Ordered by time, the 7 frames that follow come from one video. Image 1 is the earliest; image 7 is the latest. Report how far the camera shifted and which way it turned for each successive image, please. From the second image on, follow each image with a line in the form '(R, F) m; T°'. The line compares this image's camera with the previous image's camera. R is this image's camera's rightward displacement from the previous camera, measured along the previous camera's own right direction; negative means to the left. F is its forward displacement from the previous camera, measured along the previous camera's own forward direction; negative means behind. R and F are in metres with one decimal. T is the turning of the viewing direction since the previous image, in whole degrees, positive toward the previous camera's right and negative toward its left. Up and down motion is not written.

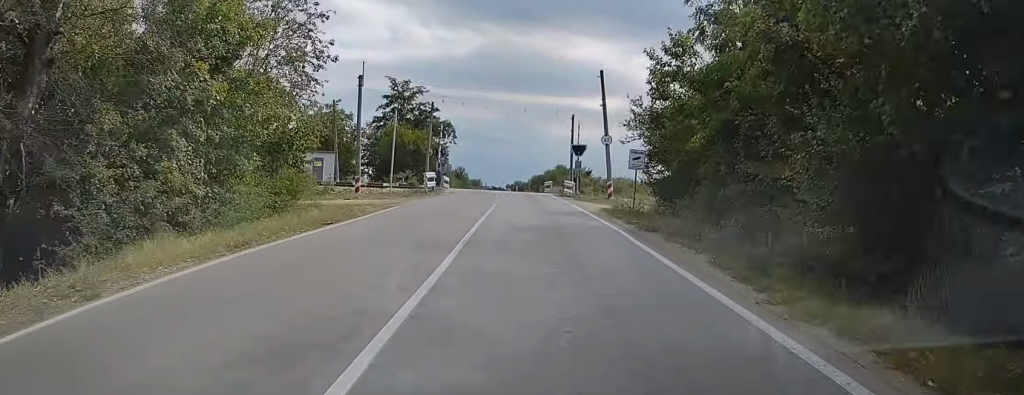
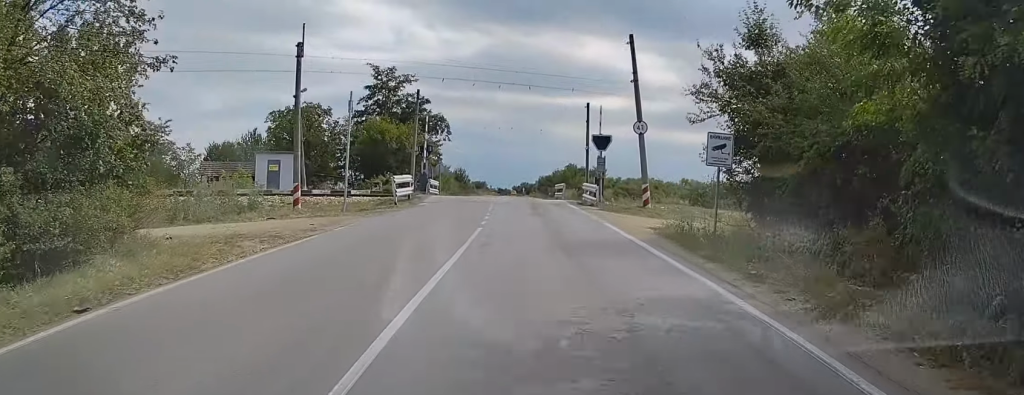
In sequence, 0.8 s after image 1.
(0.0, +10.5) m; 0°
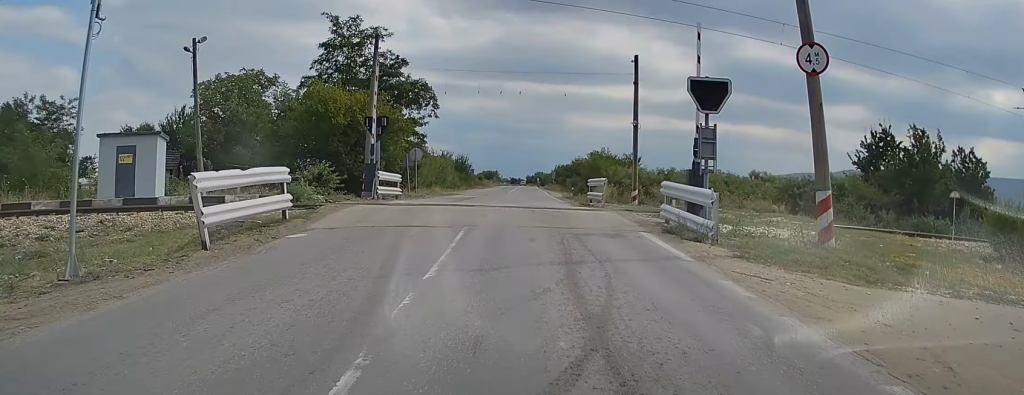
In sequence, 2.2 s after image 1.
(0.0, +17.3) m; 0°
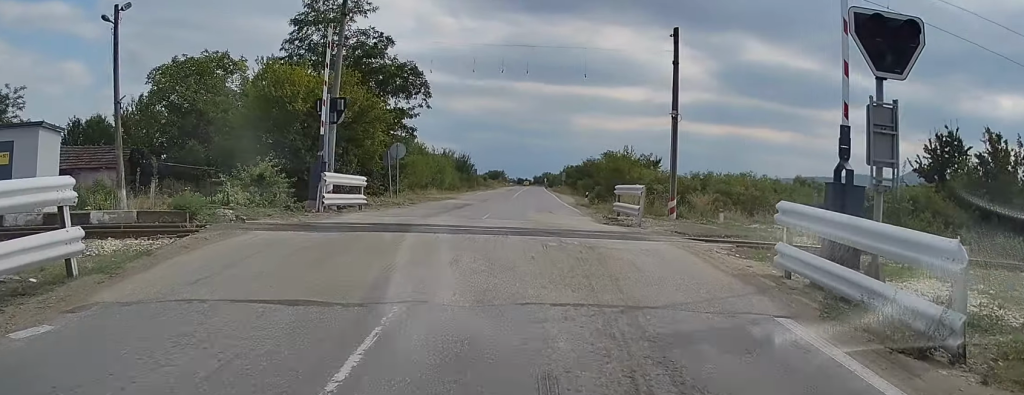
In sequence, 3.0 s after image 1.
(0.0, +7.6) m; 0°
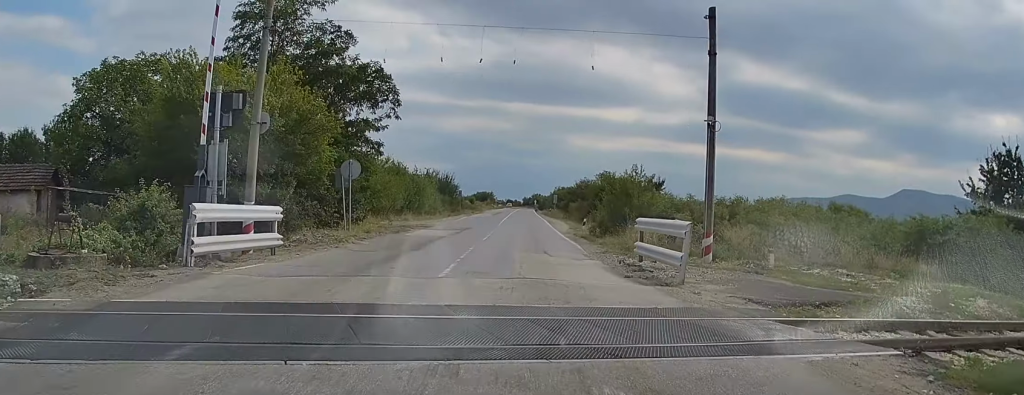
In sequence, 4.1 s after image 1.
(0.0, +6.9) m; 0°
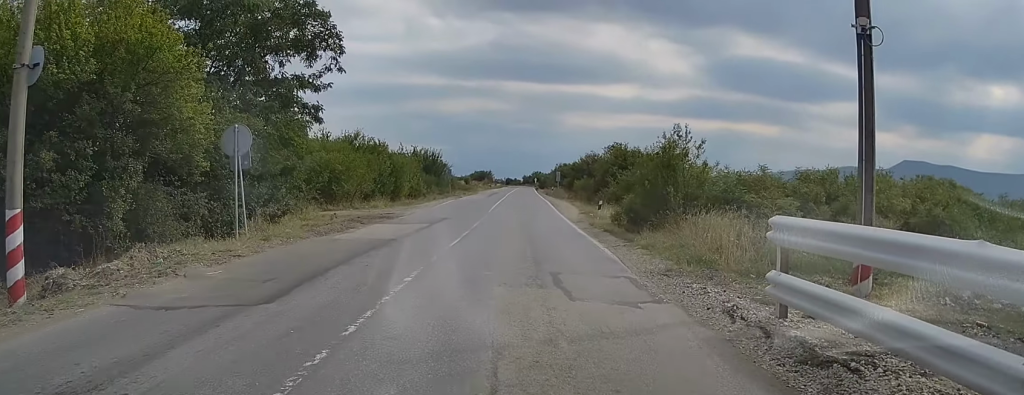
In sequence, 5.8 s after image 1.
(0.0, +9.6) m; -1°
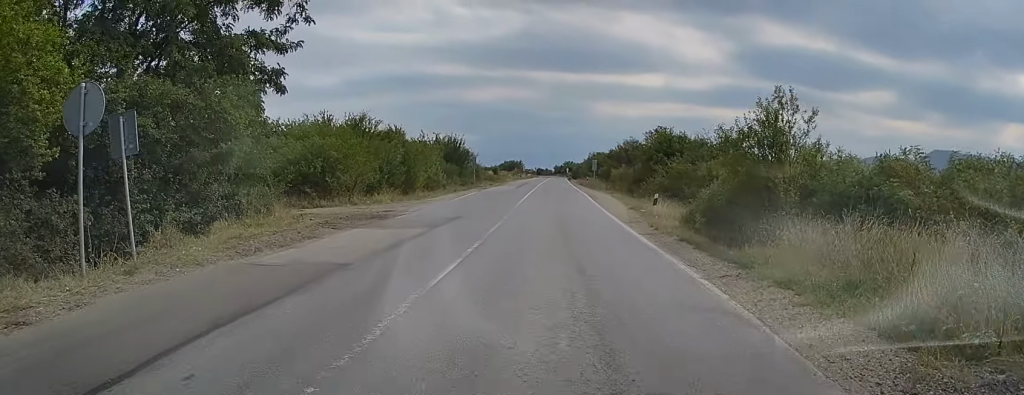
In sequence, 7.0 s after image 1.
(-0.1, +6.9) m; 0°
